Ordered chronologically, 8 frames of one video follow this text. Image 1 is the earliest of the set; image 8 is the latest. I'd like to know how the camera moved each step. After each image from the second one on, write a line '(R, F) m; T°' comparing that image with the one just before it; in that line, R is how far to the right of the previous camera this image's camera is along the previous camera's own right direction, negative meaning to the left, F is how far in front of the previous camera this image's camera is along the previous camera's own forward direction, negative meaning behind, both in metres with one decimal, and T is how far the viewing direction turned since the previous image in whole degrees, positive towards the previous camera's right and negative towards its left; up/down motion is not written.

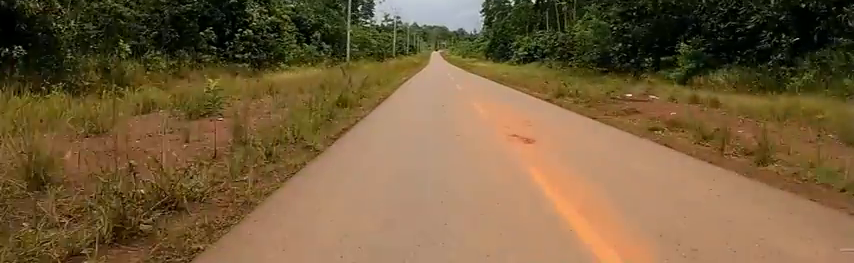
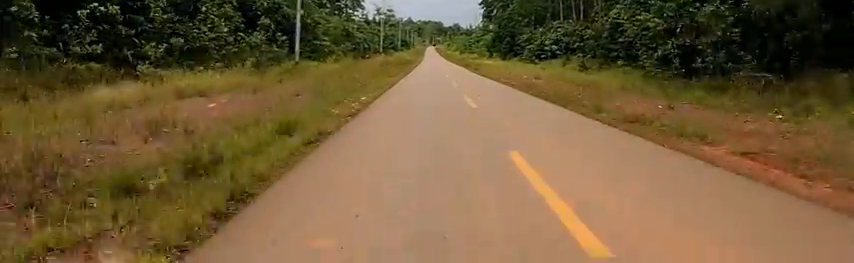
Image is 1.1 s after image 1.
(0.0, +15.5) m; 0°
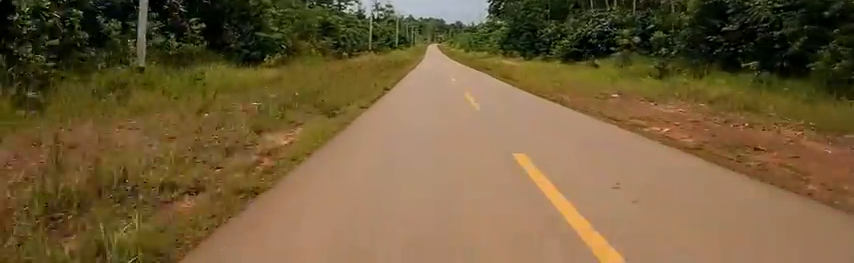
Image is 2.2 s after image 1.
(0.0, +16.7) m; +1°
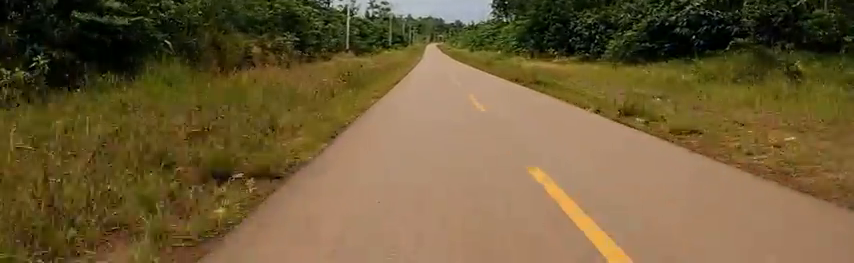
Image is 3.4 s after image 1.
(+0.4, +17.5) m; +2°
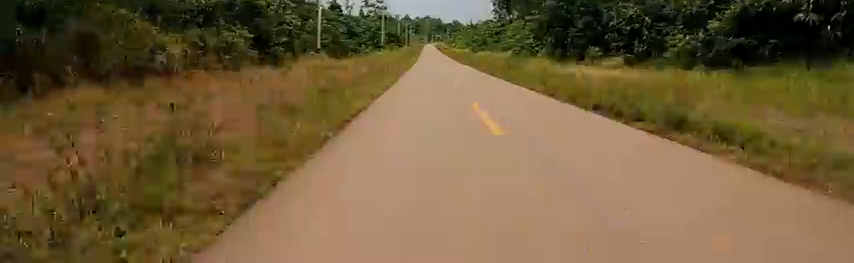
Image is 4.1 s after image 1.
(0.0, +11.0) m; 0°
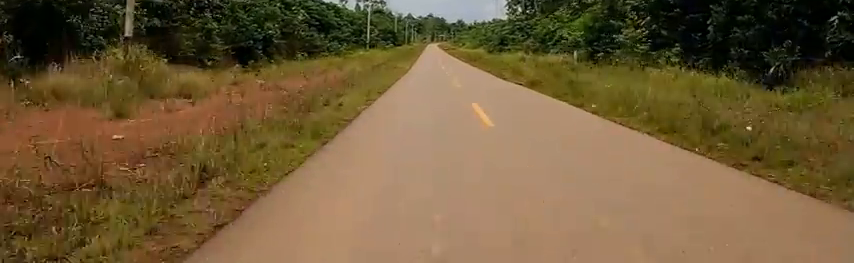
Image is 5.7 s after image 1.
(-0.2, +23.8) m; -2°
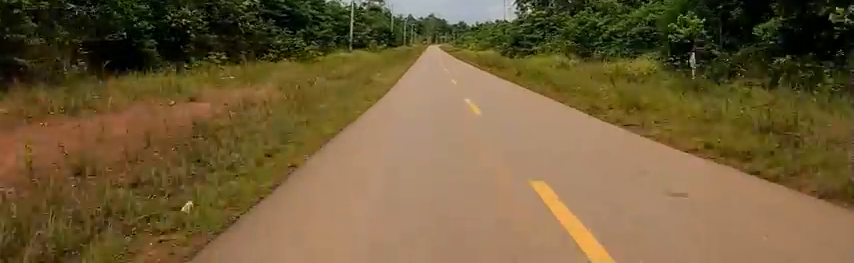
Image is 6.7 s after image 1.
(-0.3, +14.2) m; -1°
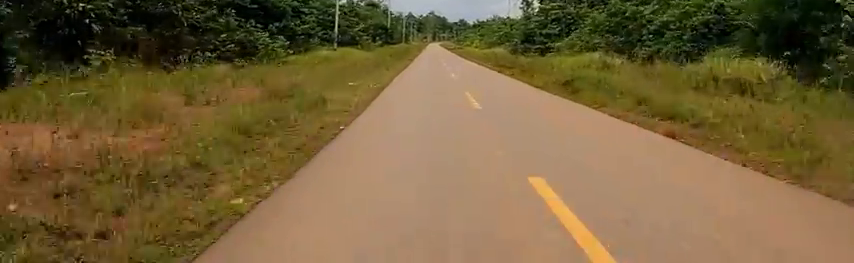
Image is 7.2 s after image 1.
(0.0, +7.7) m; 0°
